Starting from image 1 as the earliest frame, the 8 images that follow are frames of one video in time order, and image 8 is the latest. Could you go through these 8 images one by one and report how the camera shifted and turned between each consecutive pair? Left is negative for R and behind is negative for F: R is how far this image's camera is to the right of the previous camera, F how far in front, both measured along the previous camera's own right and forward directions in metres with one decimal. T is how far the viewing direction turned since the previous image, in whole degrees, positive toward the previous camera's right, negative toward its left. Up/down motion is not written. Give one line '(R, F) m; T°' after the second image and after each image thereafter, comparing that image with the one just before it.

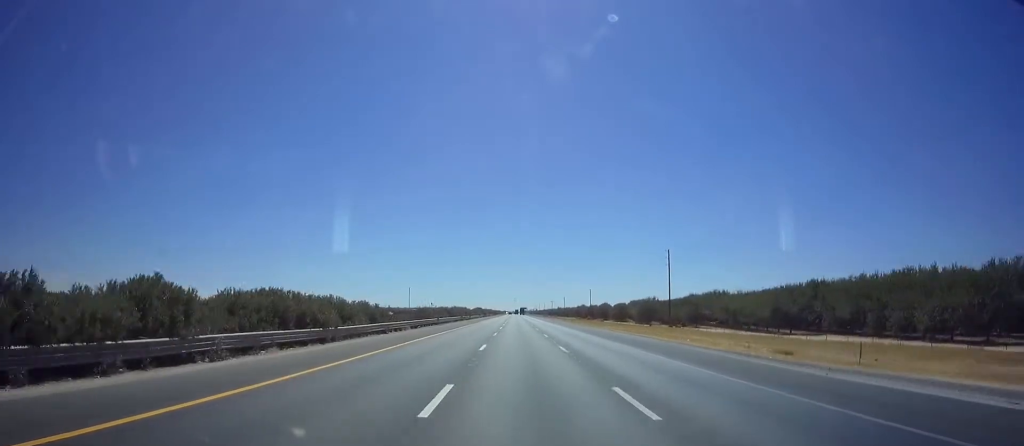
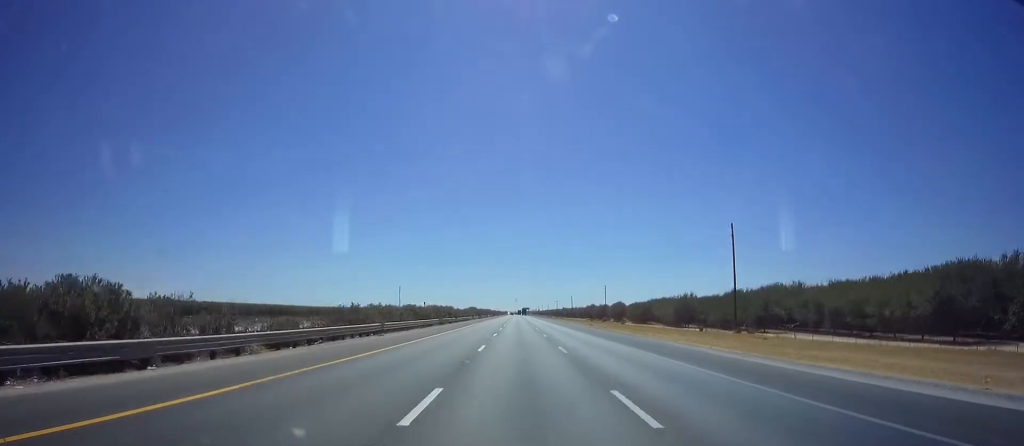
(0.0, +30.1) m; 0°
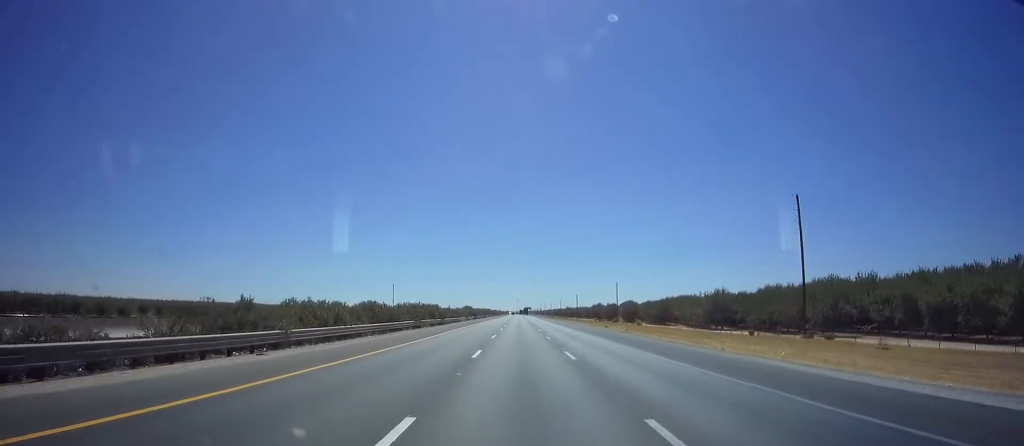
(0.0, +17.8) m; 0°
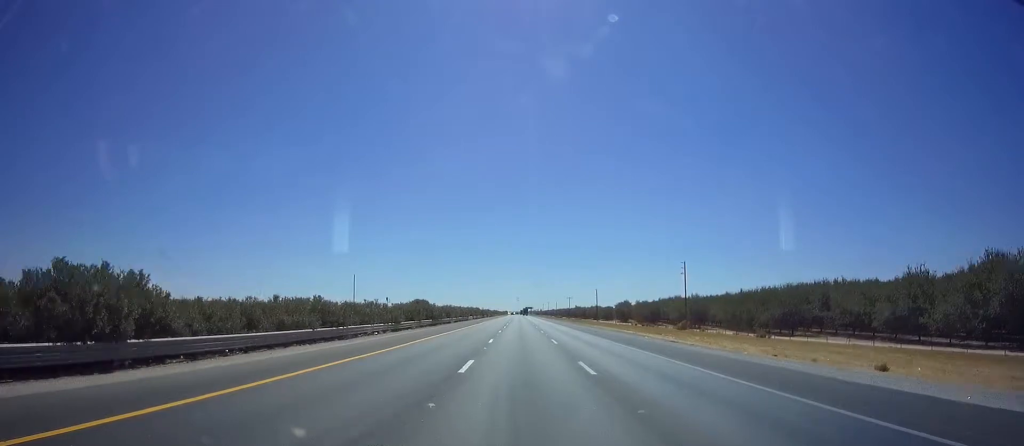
(-1.0, +63.5) m; -1°
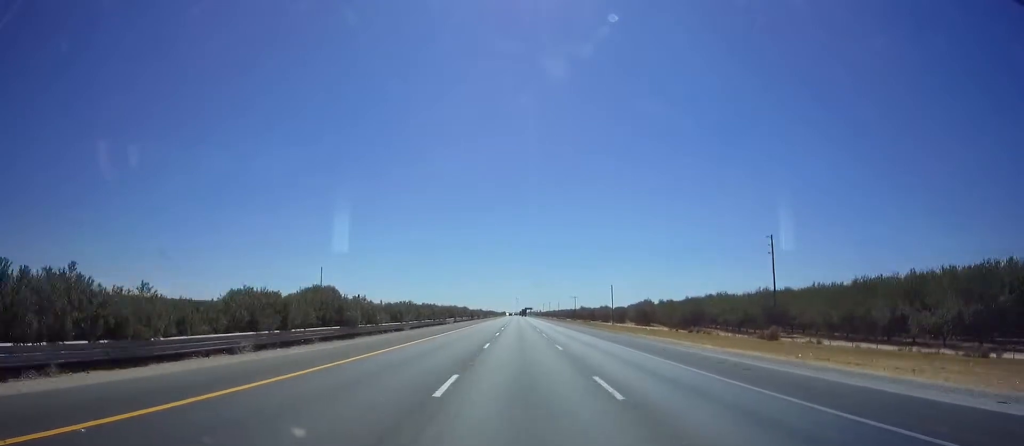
(+0.1, +33.4) m; +1°
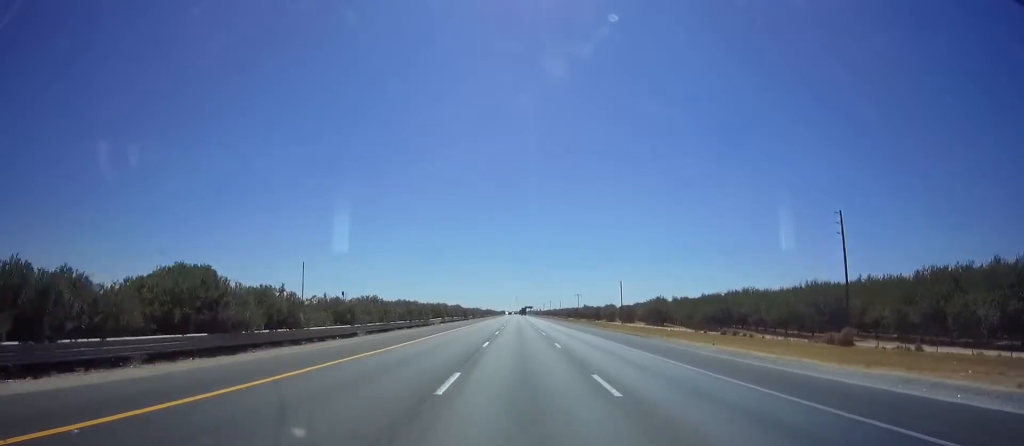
(+0.1, +14.5) m; 0°
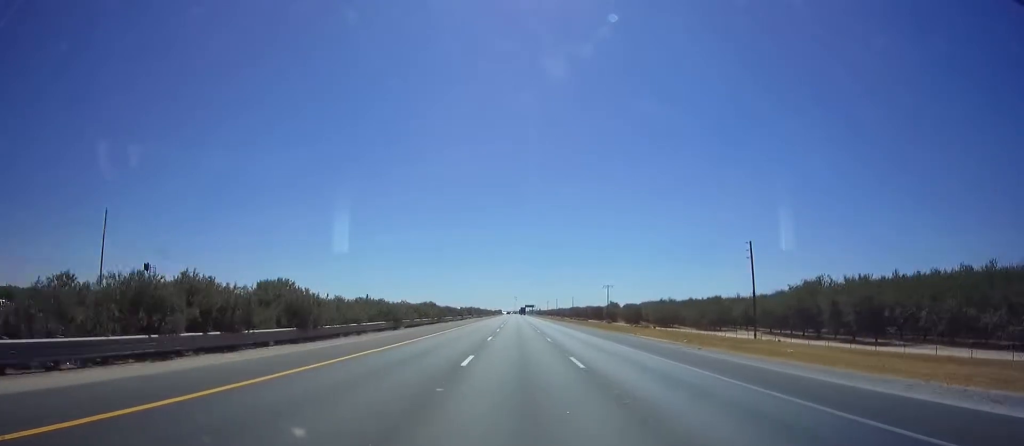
(+0.1, +82.5) m; -1°
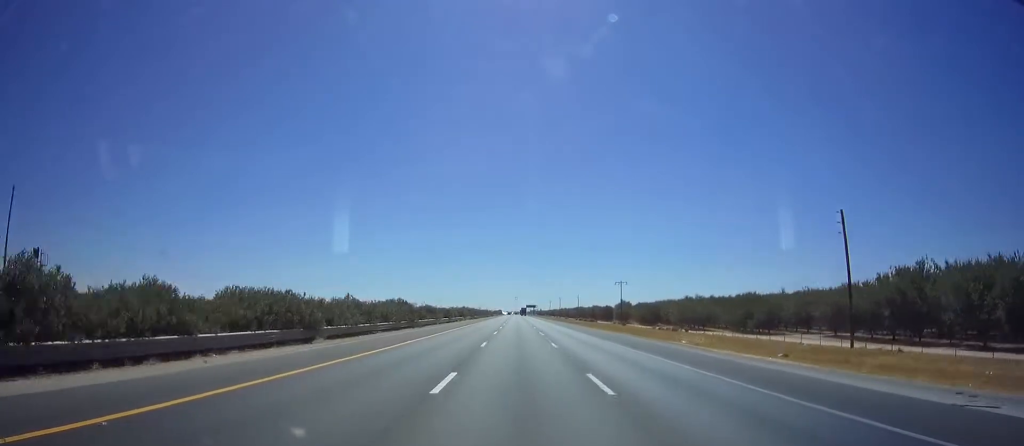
(+0.1, +20.1) m; -1°
